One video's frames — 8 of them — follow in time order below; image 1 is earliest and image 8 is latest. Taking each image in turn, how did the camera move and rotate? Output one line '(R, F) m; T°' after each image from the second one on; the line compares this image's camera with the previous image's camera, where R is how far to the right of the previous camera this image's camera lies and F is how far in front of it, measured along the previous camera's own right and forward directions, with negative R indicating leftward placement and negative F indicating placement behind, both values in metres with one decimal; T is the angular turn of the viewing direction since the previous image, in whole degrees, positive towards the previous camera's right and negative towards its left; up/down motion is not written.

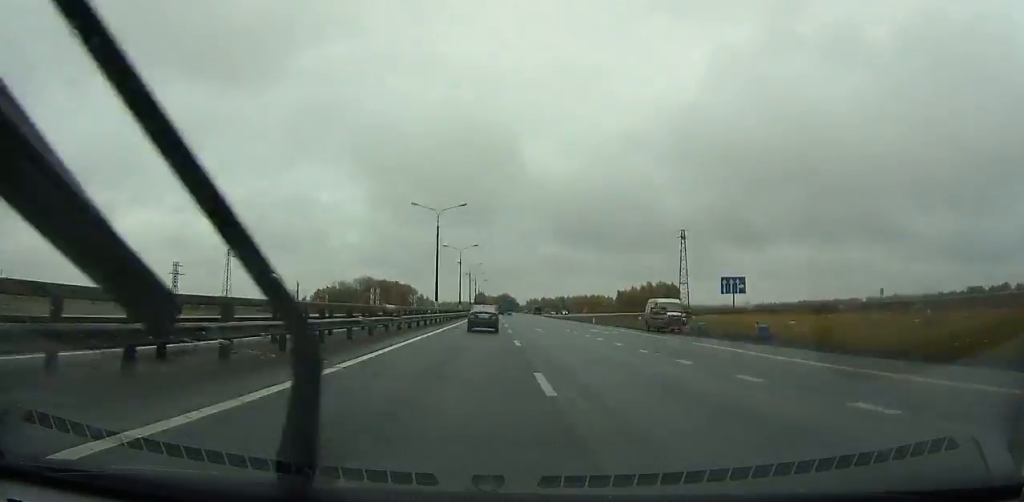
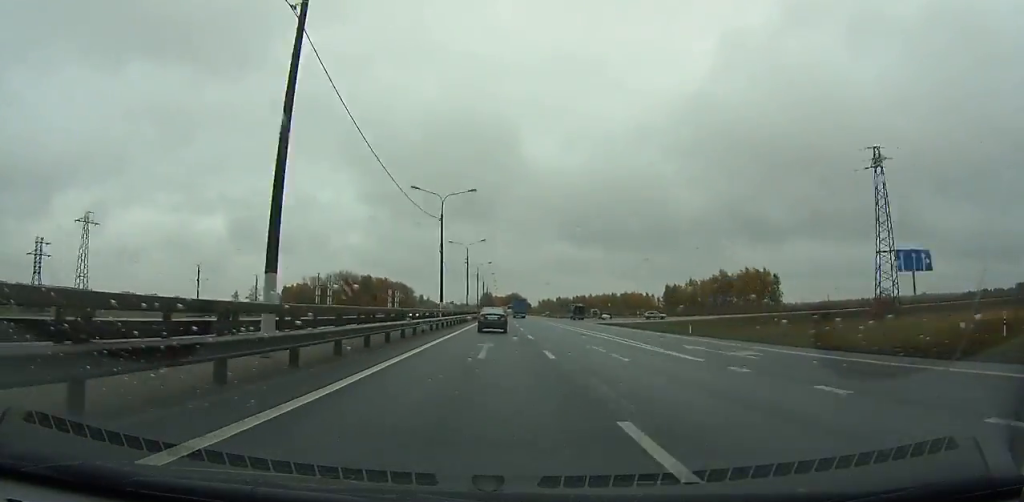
(-1.7, +77.6) m; -1°
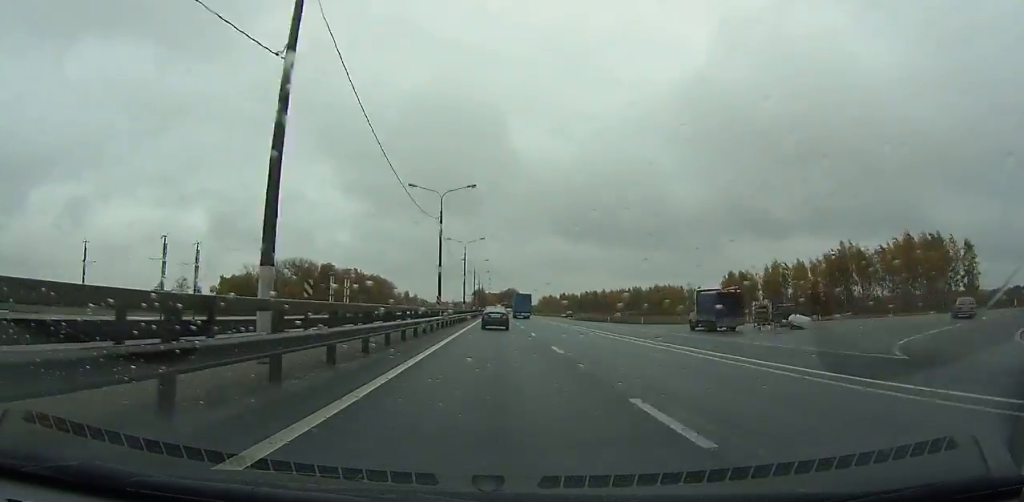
(-0.5, +70.7) m; 0°
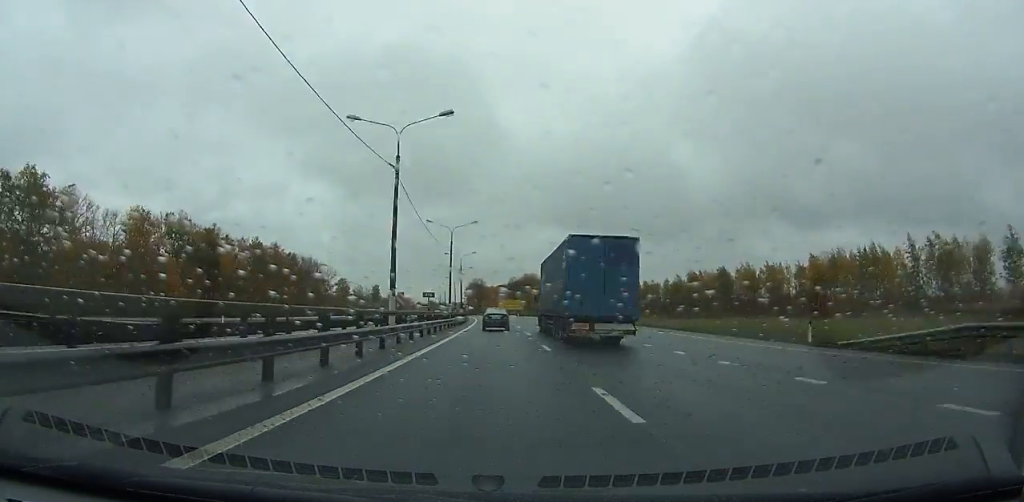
(+1.3, +190.3) m; 0°
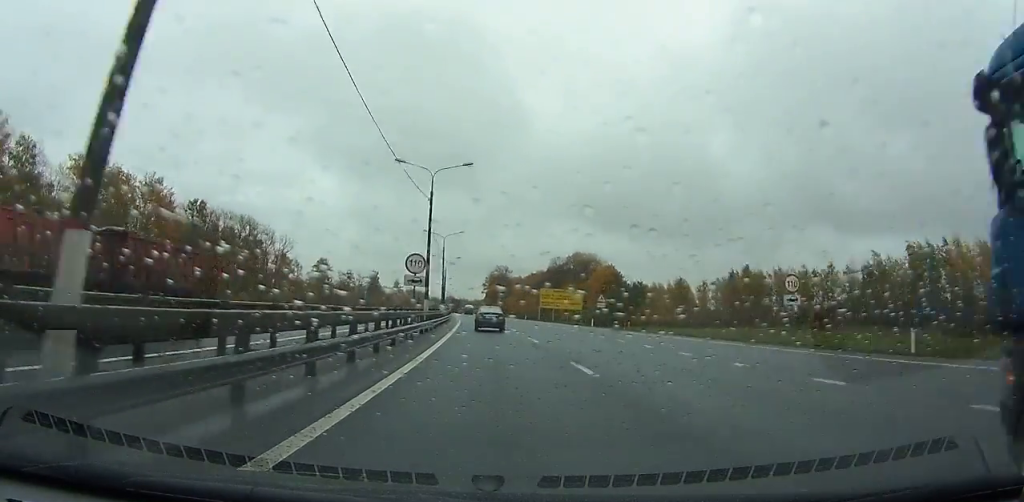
(-1.1, +90.0) m; -2°
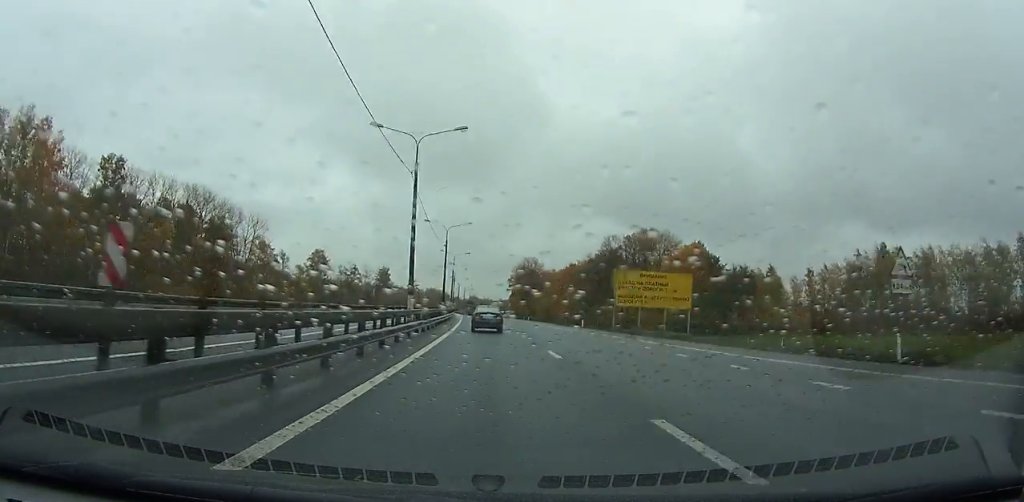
(-0.1, +43.0) m; -1°
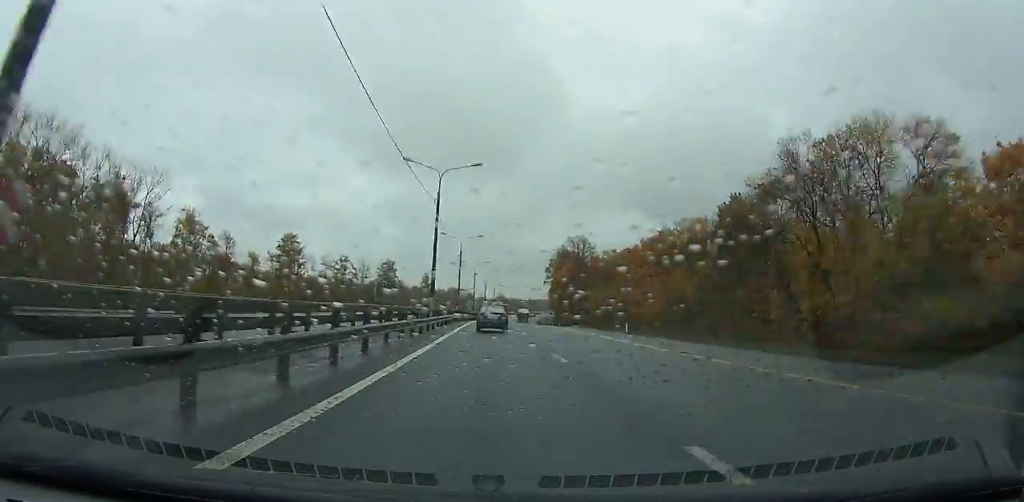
(-1.5, +60.2) m; -2°
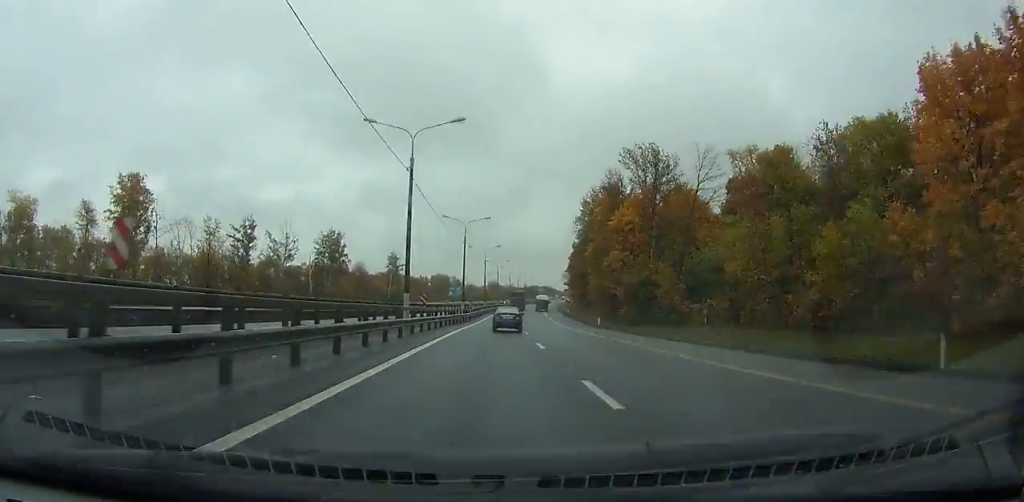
(-1.7, +79.9) m; -1°
